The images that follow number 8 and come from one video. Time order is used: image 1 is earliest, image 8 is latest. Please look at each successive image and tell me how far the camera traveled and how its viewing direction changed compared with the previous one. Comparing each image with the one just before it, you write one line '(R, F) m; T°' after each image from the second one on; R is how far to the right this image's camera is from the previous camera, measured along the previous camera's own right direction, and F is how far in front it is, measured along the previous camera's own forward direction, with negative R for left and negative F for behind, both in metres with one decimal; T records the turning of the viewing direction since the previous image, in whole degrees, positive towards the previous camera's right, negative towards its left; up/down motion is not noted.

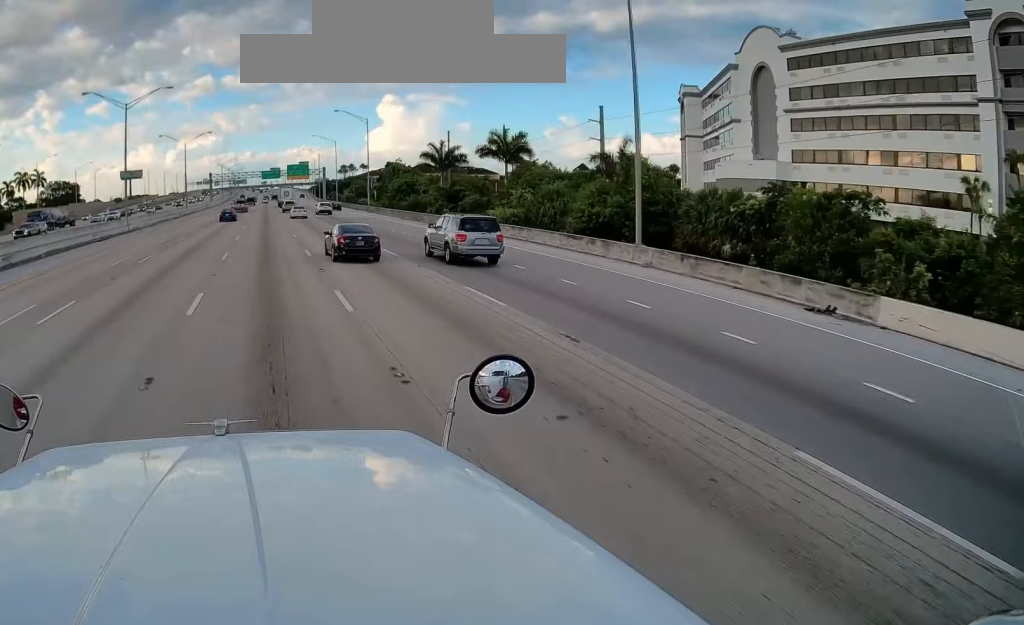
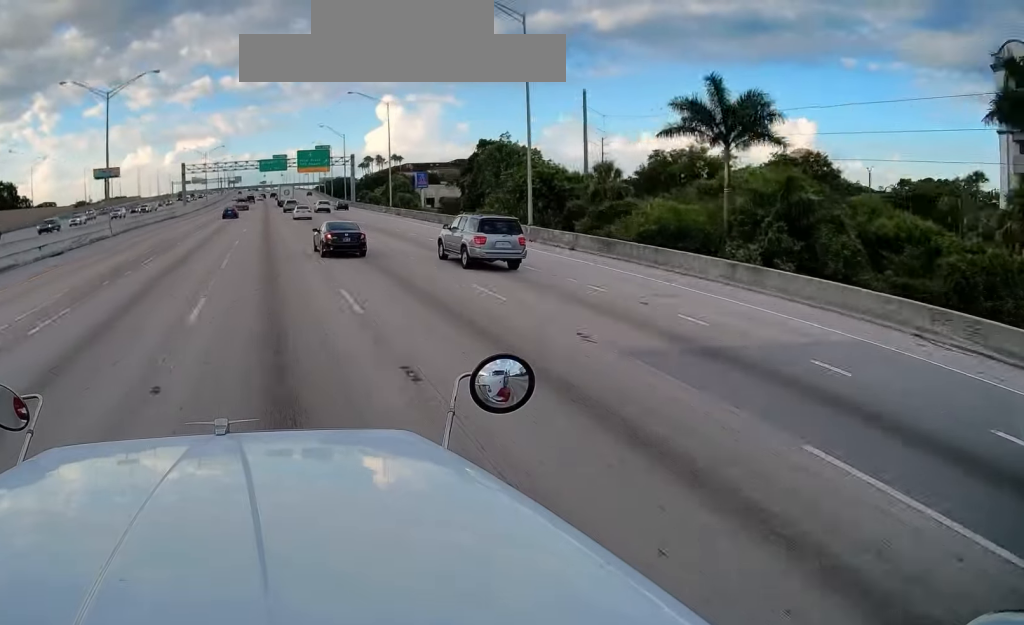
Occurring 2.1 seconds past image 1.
(+0.6, +63.0) m; 0°
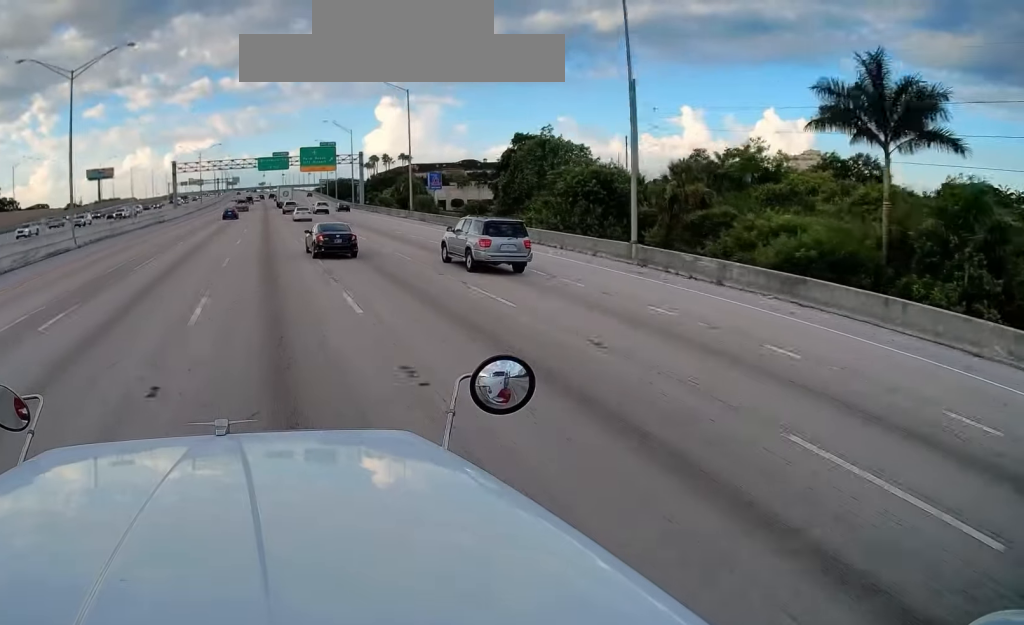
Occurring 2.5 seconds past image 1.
(0.0, +13.3) m; 0°
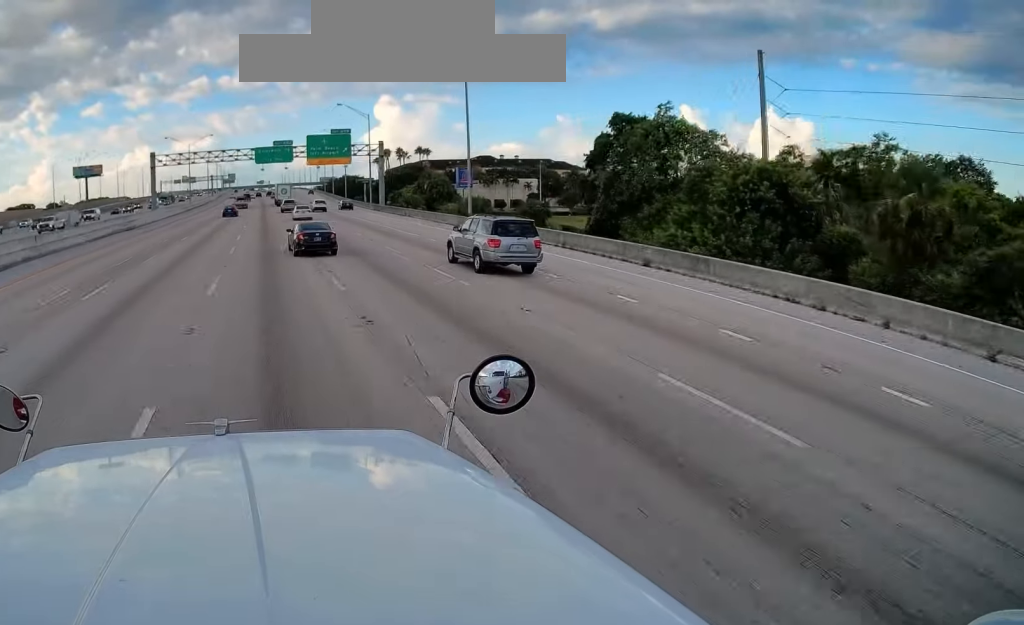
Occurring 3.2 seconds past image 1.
(-0.5, +21.5) m; 0°
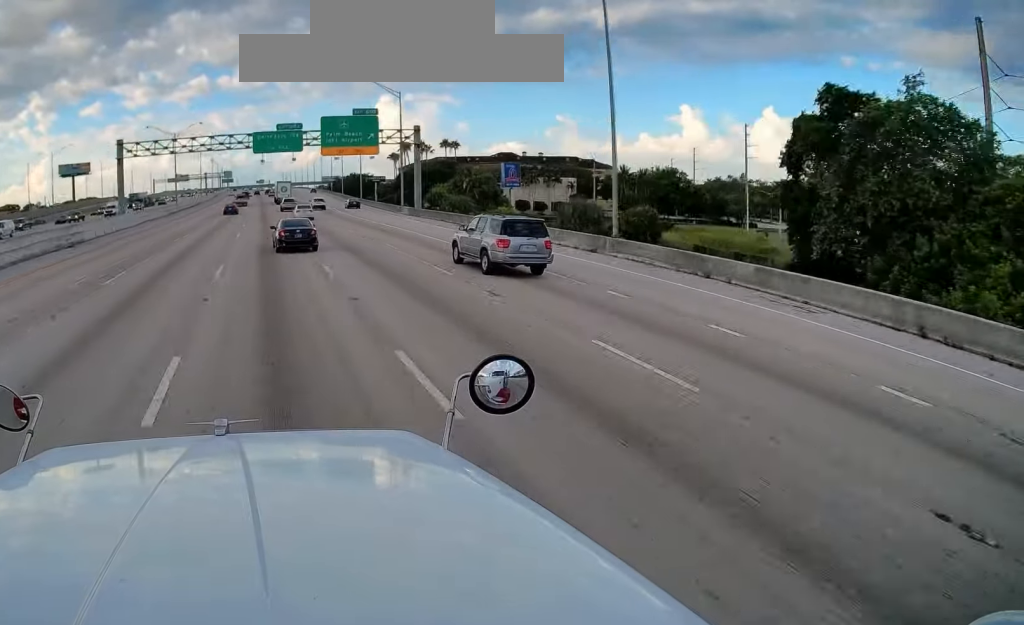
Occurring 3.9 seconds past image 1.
(+0.1, +20.4) m; +1°
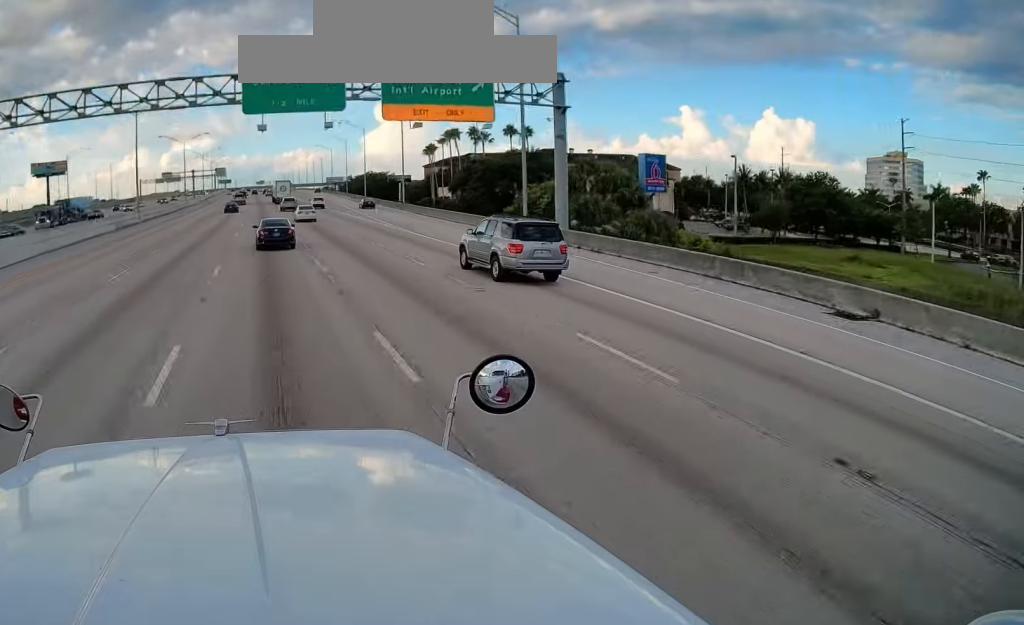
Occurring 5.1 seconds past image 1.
(+0.5, +38.5) m; +1°
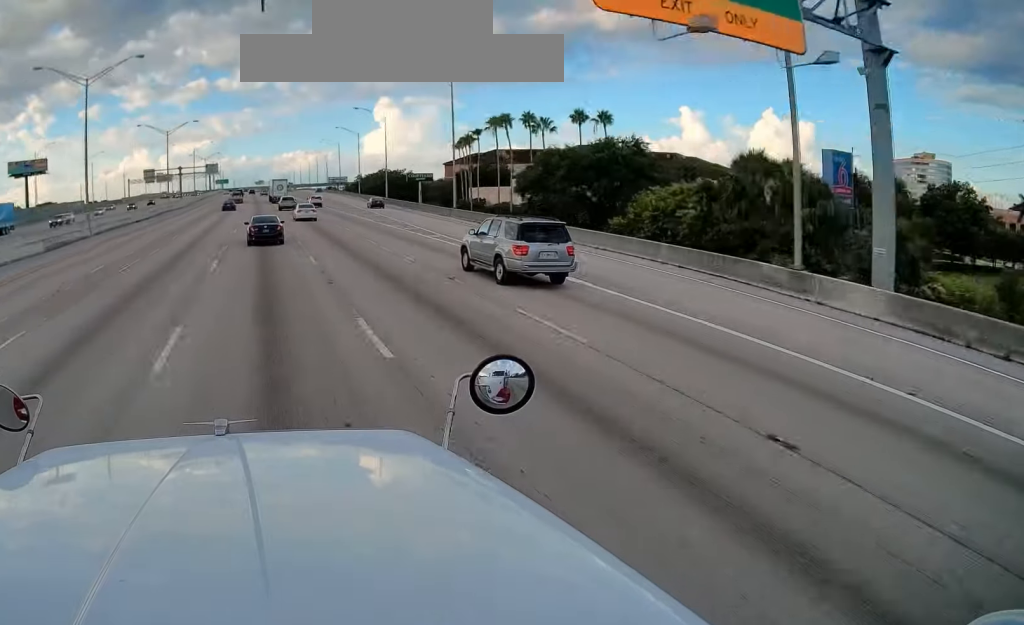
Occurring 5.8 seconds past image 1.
(-0.1, +21.0) m; 0°
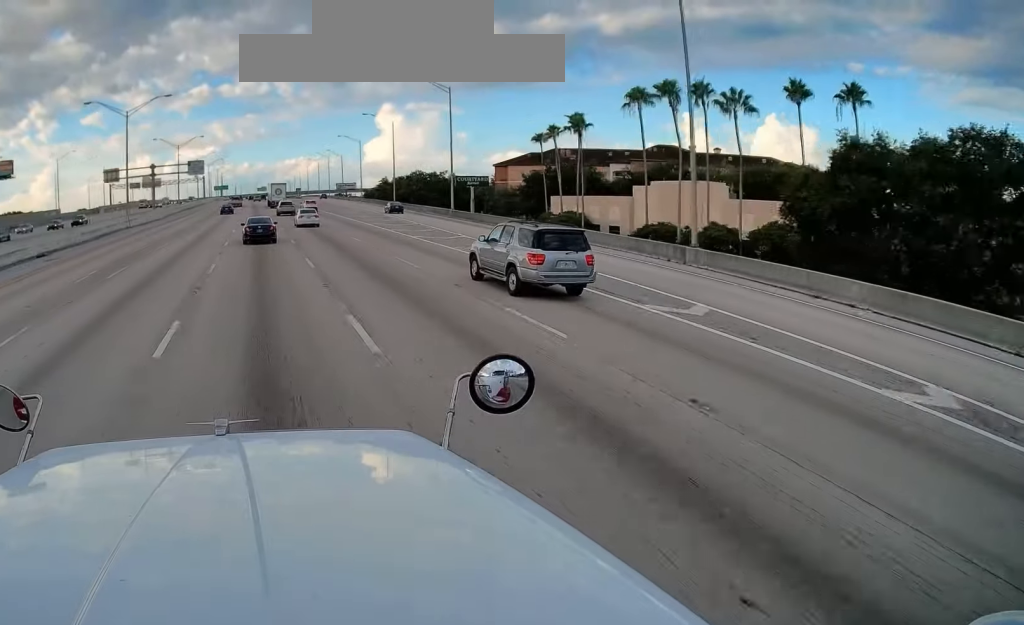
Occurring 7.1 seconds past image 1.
(-0.1, +36.5) m; 0°
